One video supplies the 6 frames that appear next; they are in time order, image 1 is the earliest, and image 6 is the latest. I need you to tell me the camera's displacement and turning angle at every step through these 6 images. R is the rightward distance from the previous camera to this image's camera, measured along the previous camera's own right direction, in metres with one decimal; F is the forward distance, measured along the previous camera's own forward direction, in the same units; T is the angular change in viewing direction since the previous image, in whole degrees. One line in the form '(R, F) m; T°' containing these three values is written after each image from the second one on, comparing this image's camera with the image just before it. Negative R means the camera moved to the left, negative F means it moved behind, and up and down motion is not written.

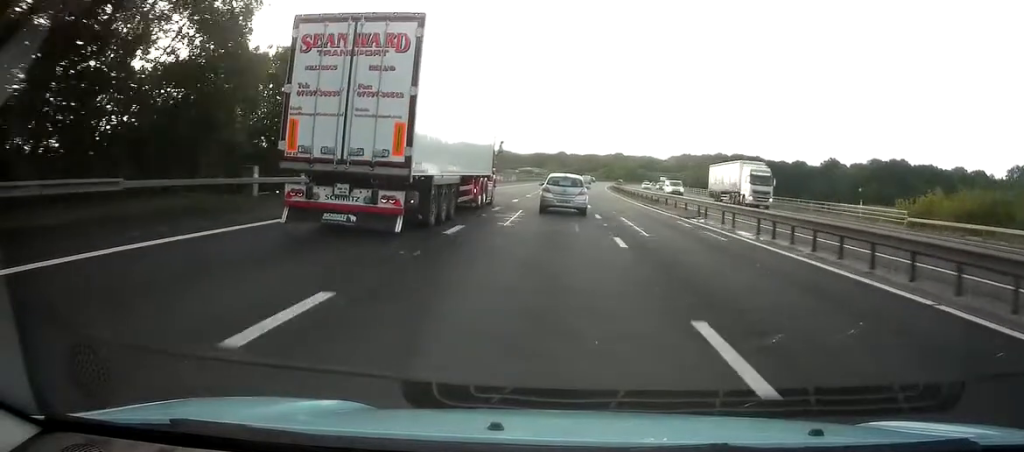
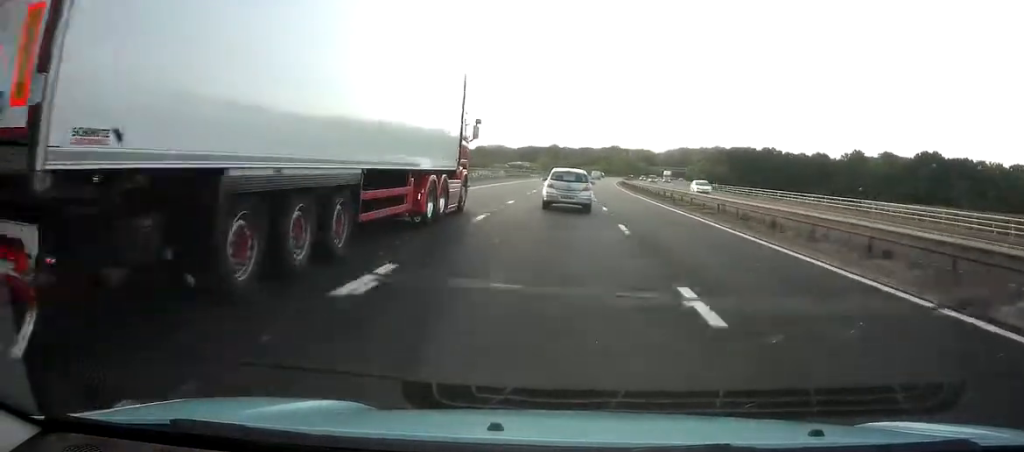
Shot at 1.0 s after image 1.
(-0.1, +32.9) m; 0°
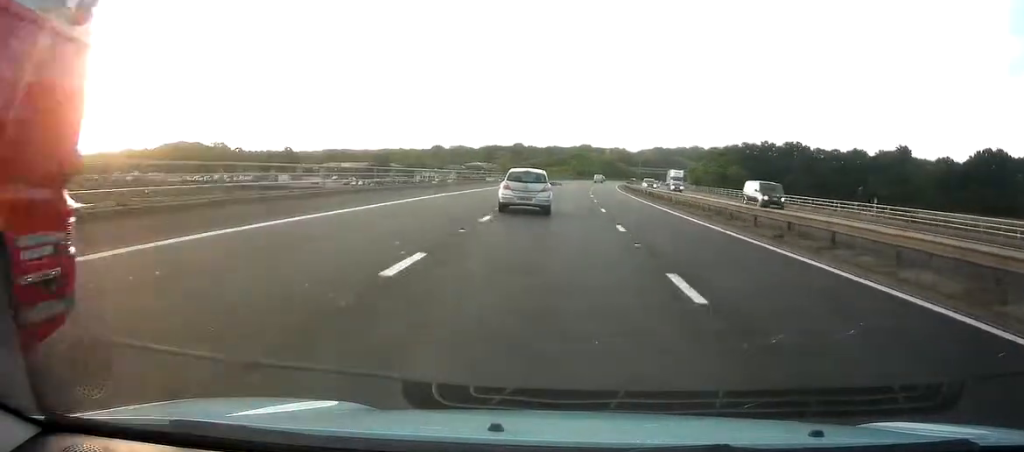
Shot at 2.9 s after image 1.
(+0.8, +61.5) m; +2°
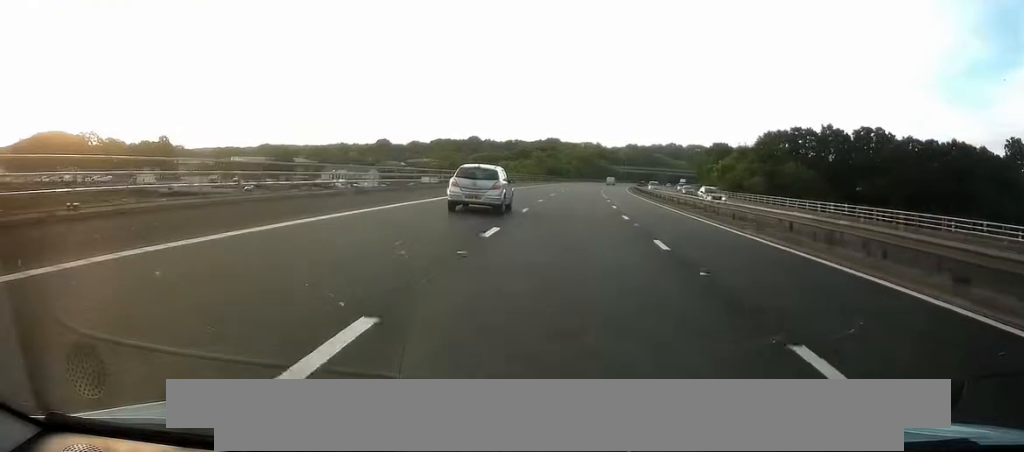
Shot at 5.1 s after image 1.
(+2.6, +74.6) m; +4°
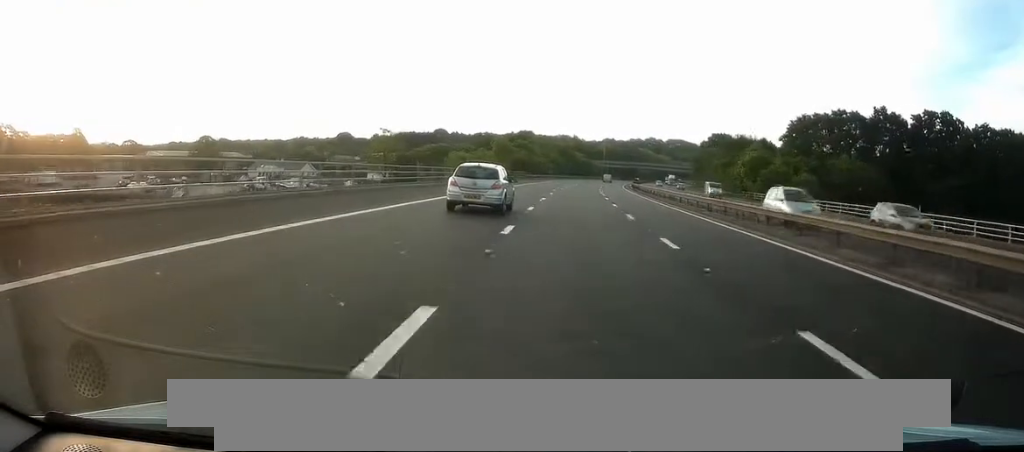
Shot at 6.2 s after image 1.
(+0.7, +35.2) m; +2°
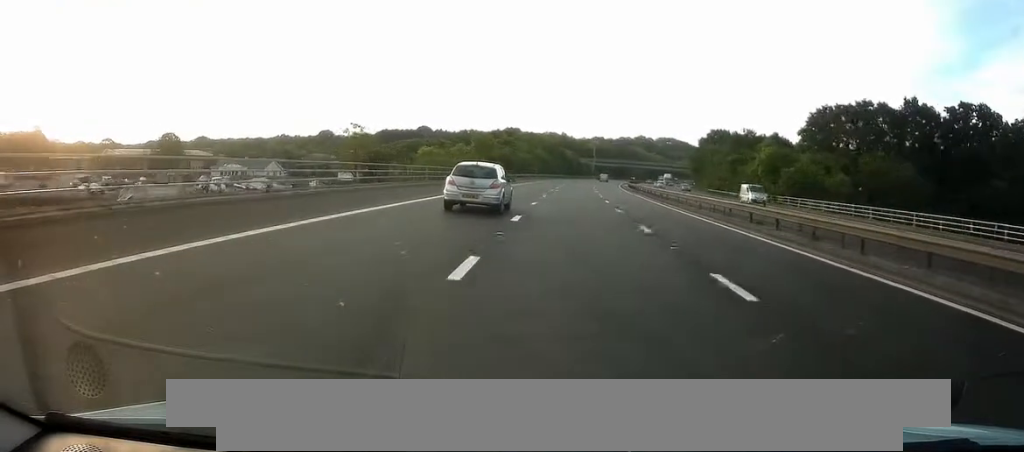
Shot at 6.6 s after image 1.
(+0.3, +14.3) m; +1°
